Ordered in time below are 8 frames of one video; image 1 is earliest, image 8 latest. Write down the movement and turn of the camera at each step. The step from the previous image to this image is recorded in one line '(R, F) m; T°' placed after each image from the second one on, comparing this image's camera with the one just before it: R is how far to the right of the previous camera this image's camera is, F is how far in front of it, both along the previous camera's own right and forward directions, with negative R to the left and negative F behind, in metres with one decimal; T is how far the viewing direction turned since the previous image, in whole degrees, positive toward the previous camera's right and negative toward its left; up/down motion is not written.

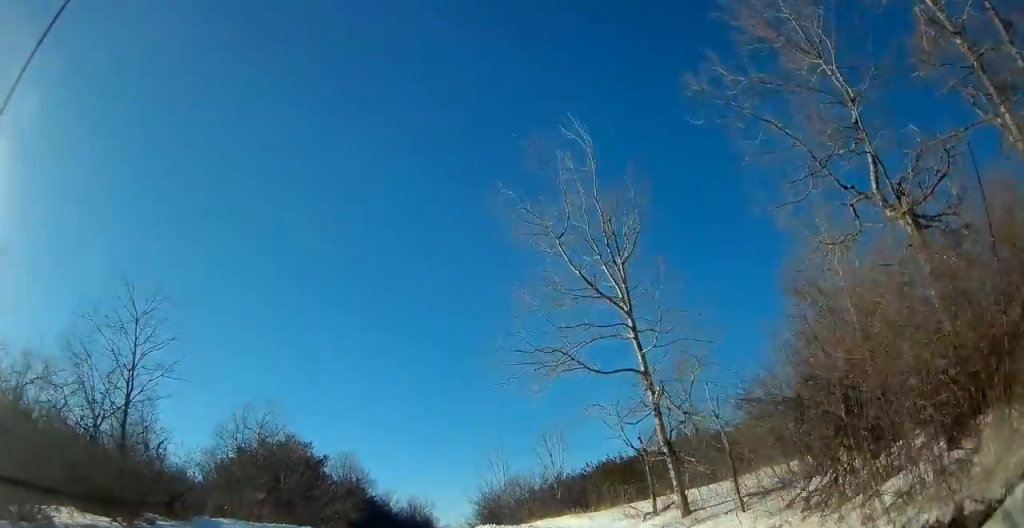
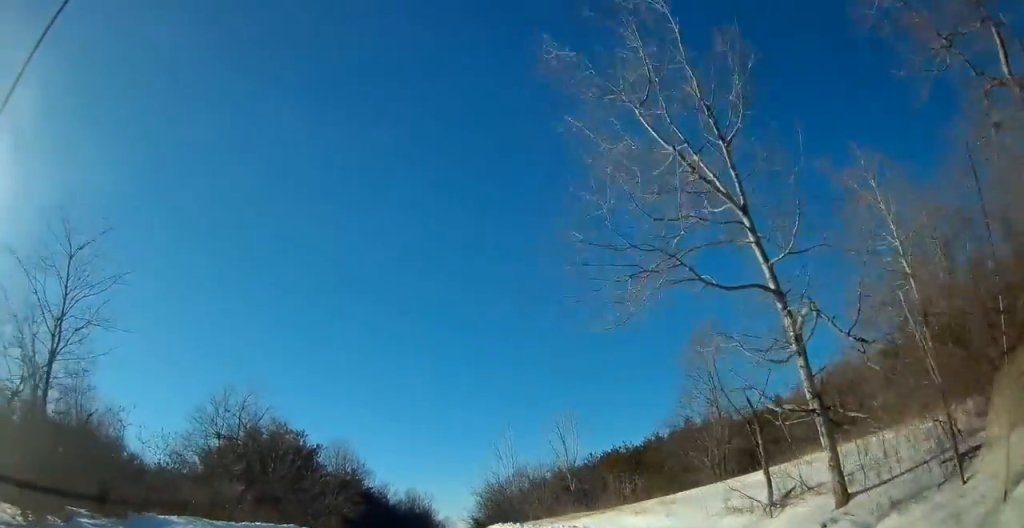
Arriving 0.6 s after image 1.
(-0.1, +4.5) m; +2°
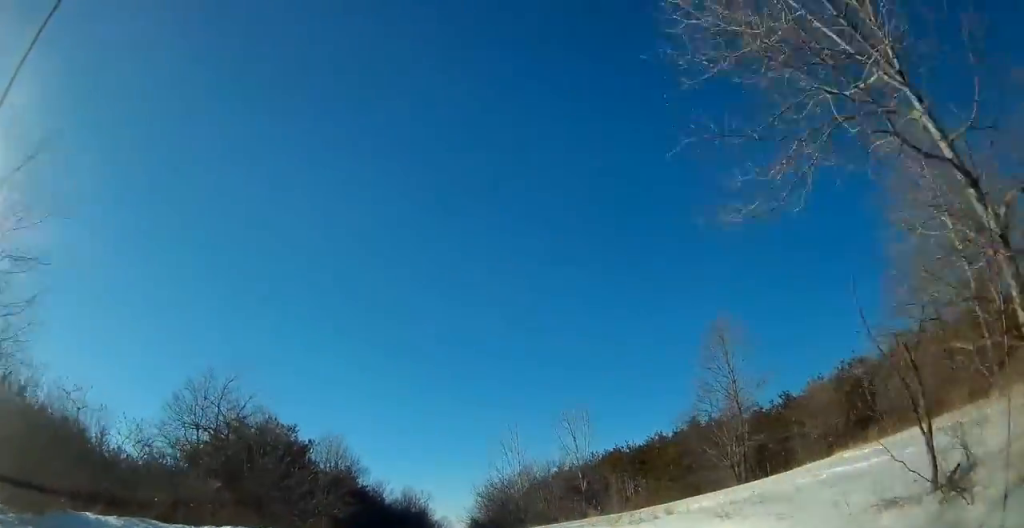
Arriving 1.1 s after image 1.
(+0.2, +3.6) m; +2°
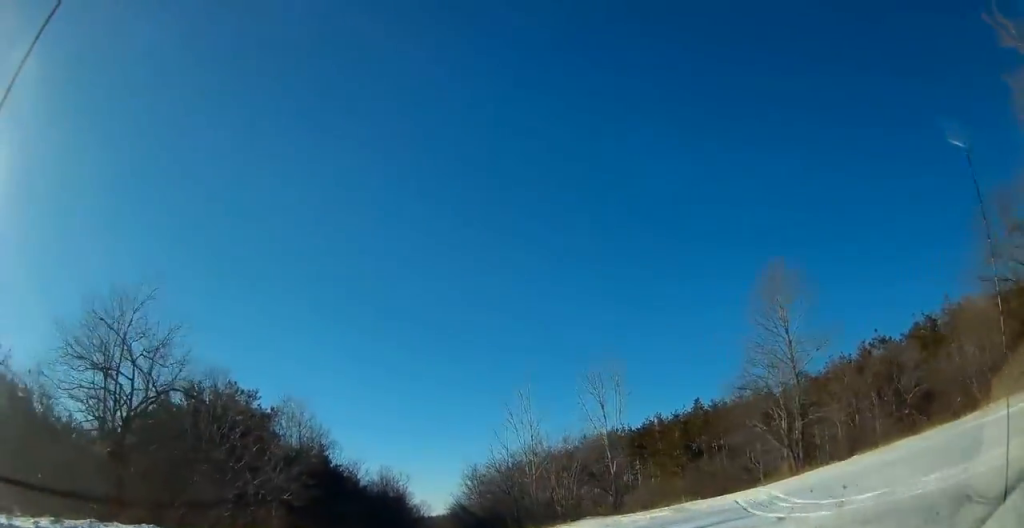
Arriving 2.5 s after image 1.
(+0.2, +10.0) m; +1°
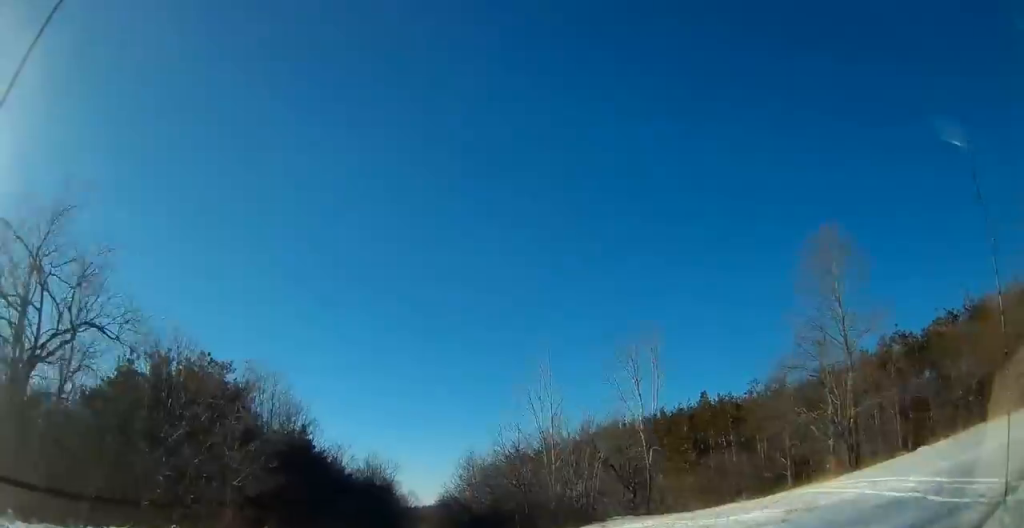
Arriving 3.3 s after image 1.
(0.0, +6.6) m; 0°
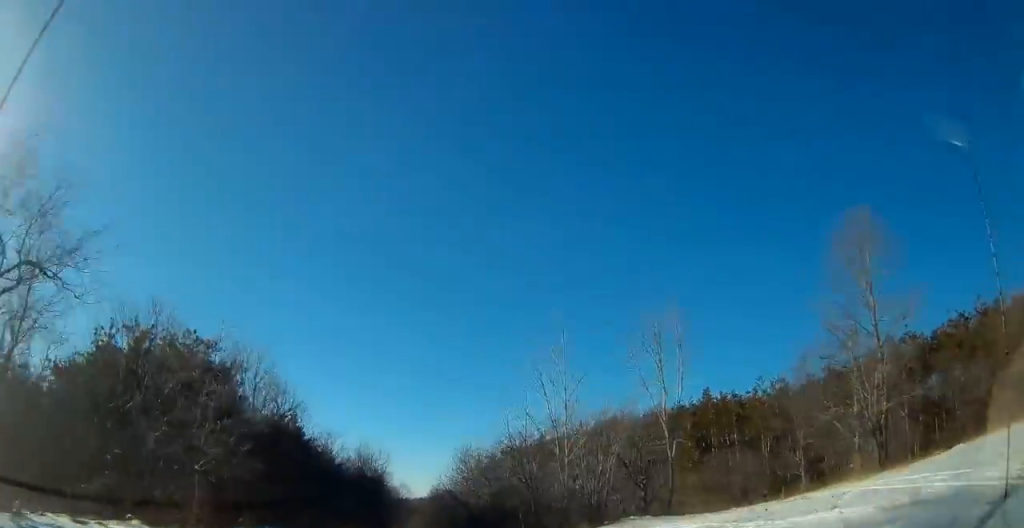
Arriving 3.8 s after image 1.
(0.0, +3.2) m; 0°
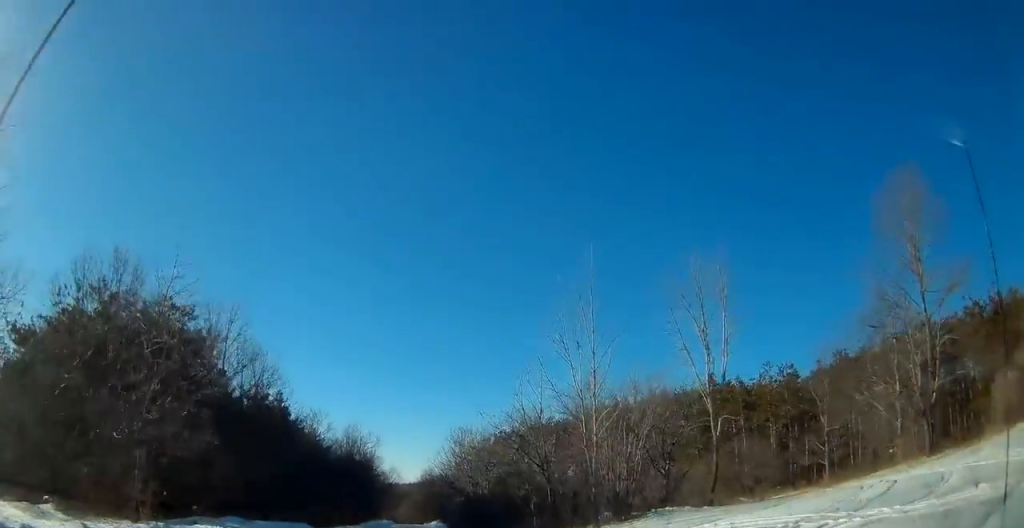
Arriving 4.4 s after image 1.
(0.0, +4.6) m; +1°
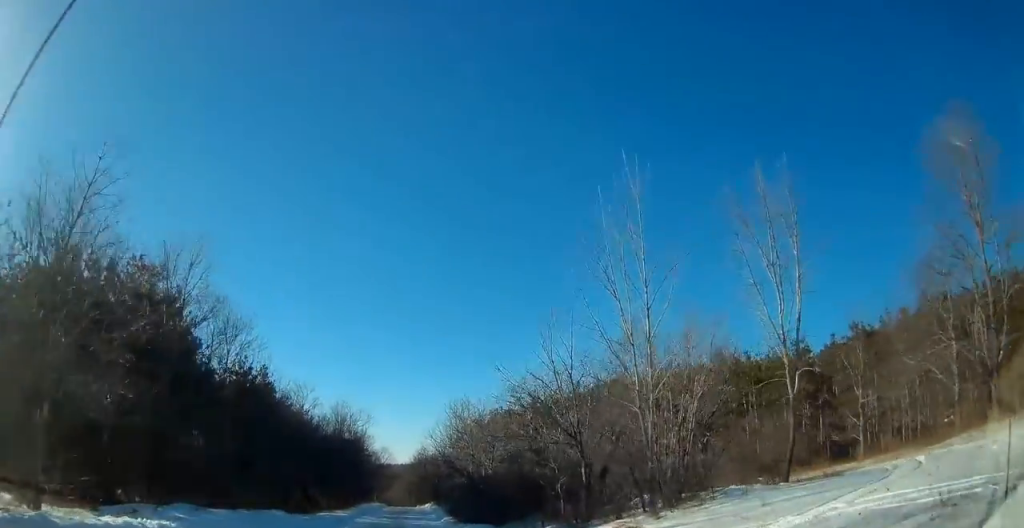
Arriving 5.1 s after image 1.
(+0.1, +5.2) m; +1°
